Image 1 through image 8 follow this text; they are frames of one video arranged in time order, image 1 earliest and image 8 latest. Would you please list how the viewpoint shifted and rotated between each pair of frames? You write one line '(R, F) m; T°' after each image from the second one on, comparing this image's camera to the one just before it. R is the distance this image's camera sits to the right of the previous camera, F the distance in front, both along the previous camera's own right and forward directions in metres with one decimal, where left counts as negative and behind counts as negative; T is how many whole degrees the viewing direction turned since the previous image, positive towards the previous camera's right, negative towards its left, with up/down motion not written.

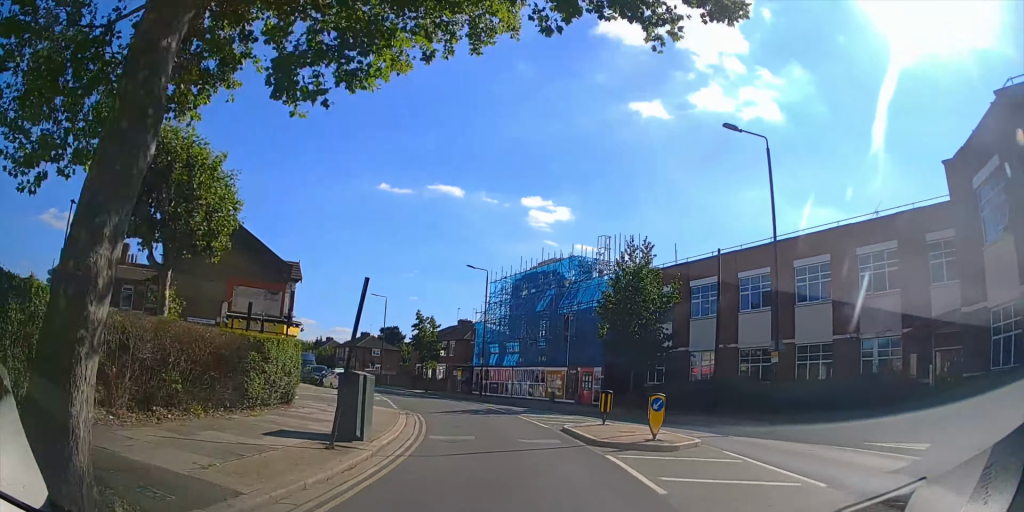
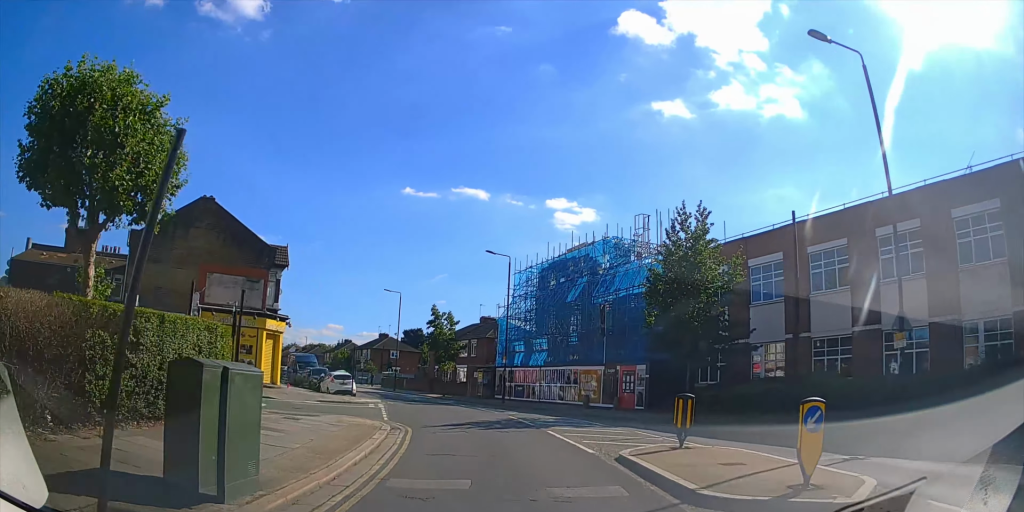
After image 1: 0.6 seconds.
(0.0, +6.4) m; -2°
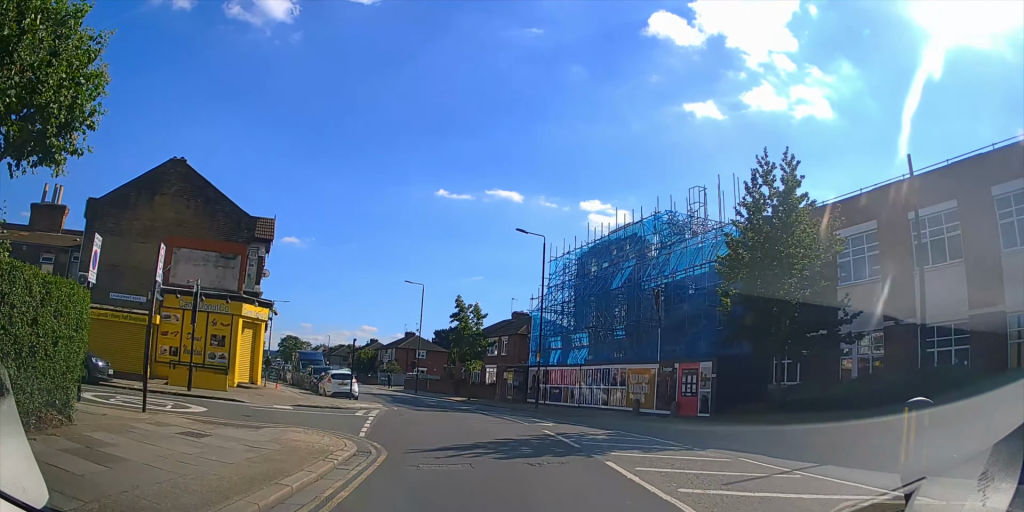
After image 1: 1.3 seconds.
(-0.2, +6.6) m; -4°
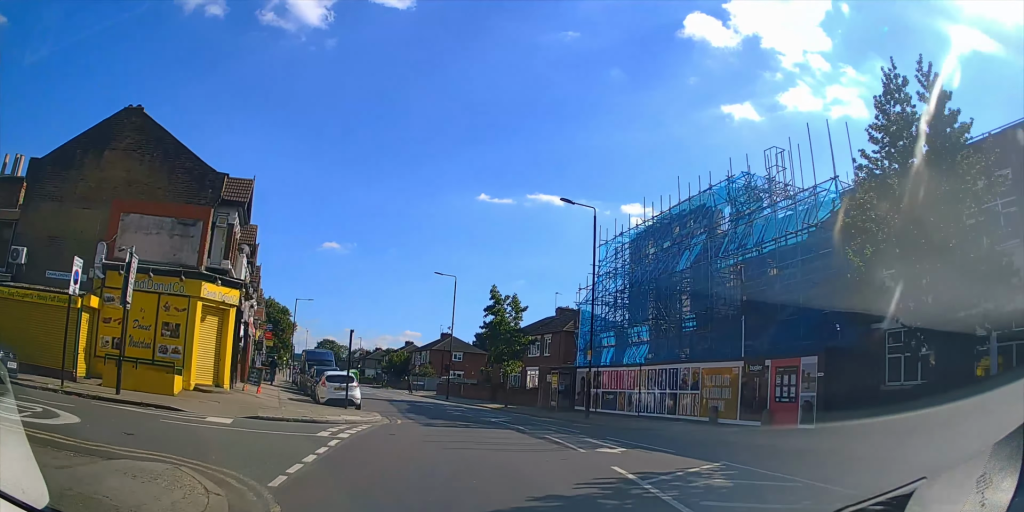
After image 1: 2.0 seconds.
(-0.2, +6.5) m; -4°
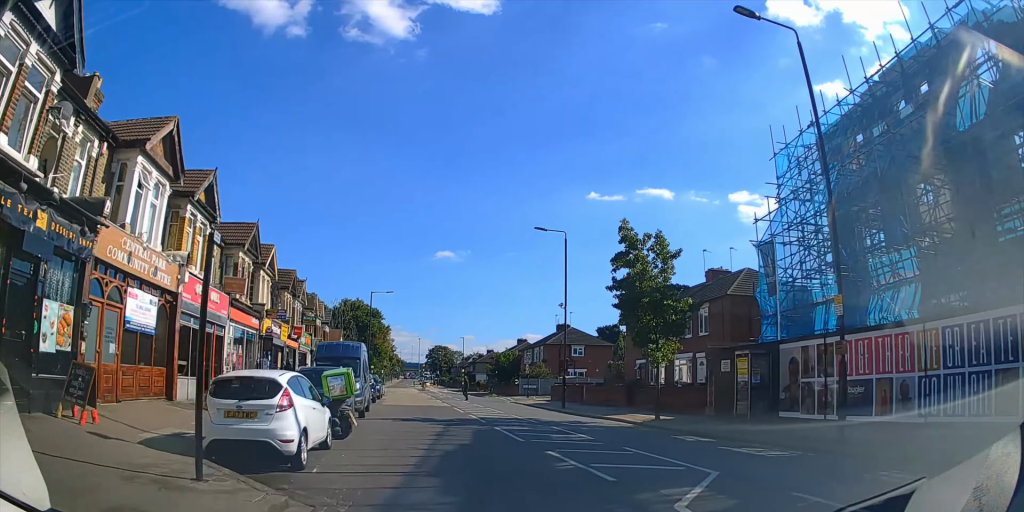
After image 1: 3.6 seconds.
(-1.2, +15.0) m; -10°
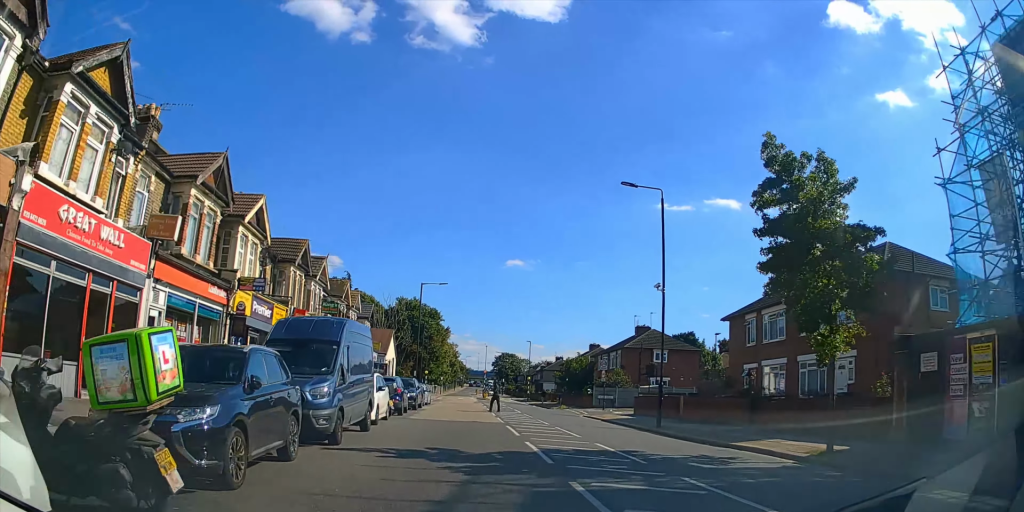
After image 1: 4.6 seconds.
(-0.6, +8.9) m; -6°
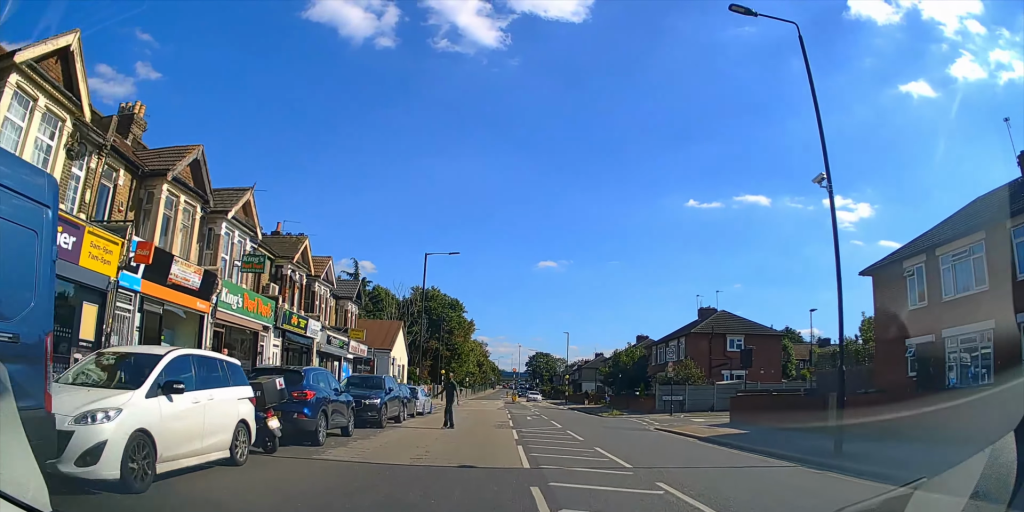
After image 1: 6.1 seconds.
(-0.6, +13.3) m; -4°
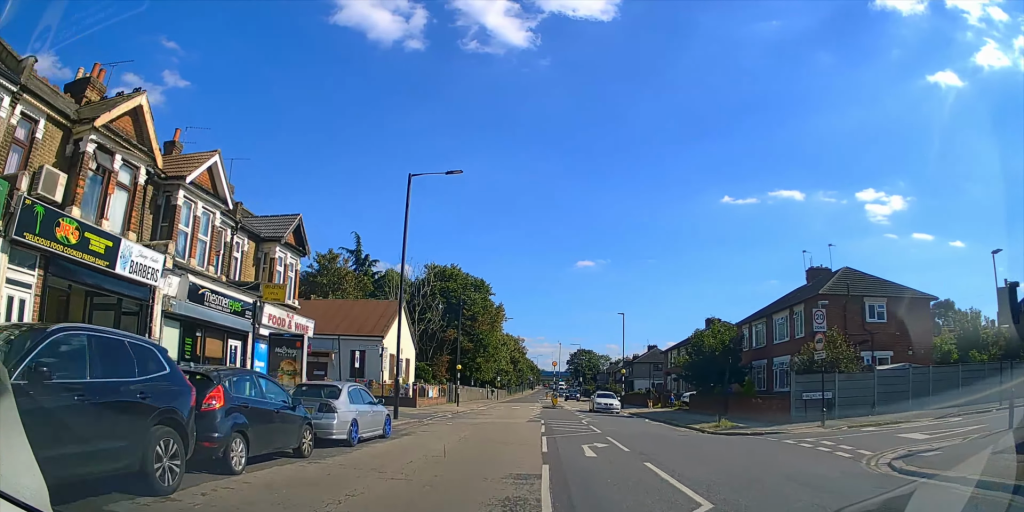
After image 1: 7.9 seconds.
(-0.7, +15.2) m; -5°
